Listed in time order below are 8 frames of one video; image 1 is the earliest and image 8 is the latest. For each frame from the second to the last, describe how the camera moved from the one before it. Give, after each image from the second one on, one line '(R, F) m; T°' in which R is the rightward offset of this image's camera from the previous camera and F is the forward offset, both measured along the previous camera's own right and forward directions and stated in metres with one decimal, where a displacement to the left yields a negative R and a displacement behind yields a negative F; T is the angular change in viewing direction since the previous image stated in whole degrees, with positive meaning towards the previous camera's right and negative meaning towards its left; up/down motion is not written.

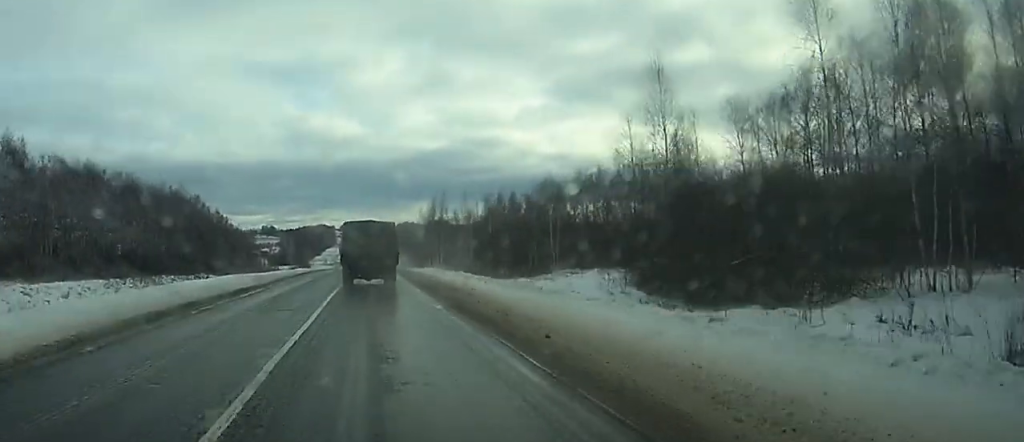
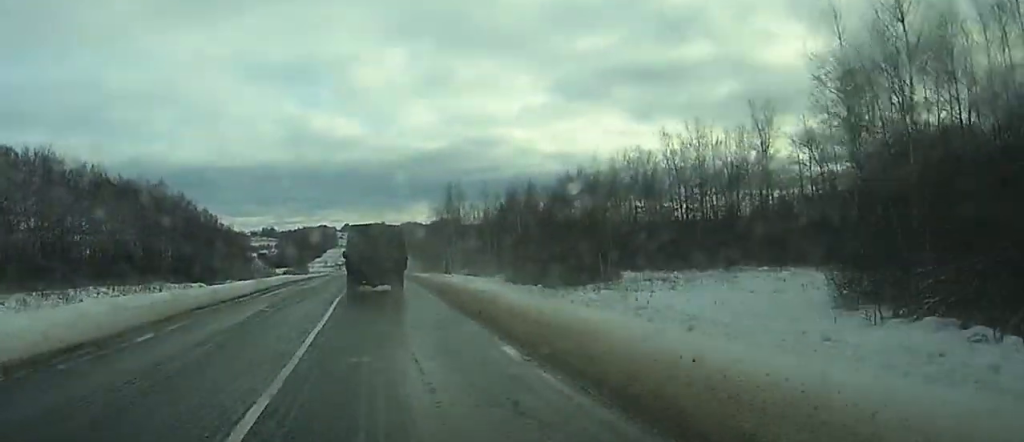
(-0.1, +24.8) m; 0°
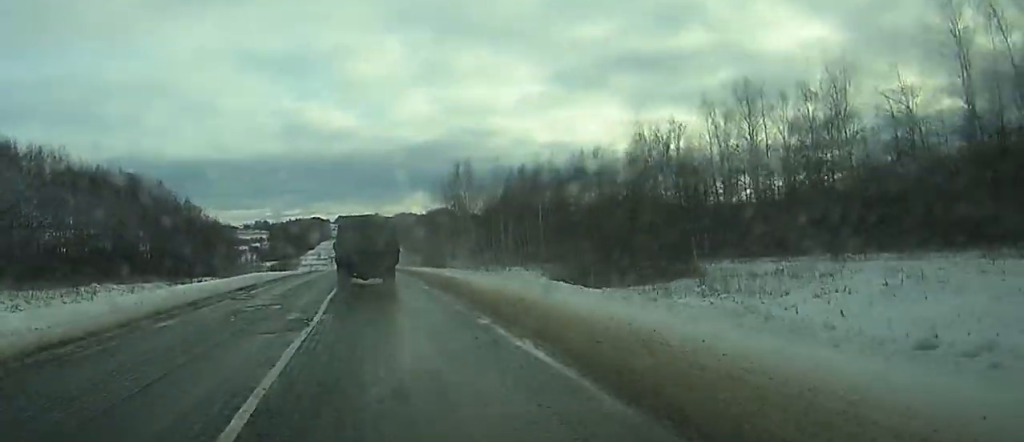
(-0.1, +18.6) m; 0°
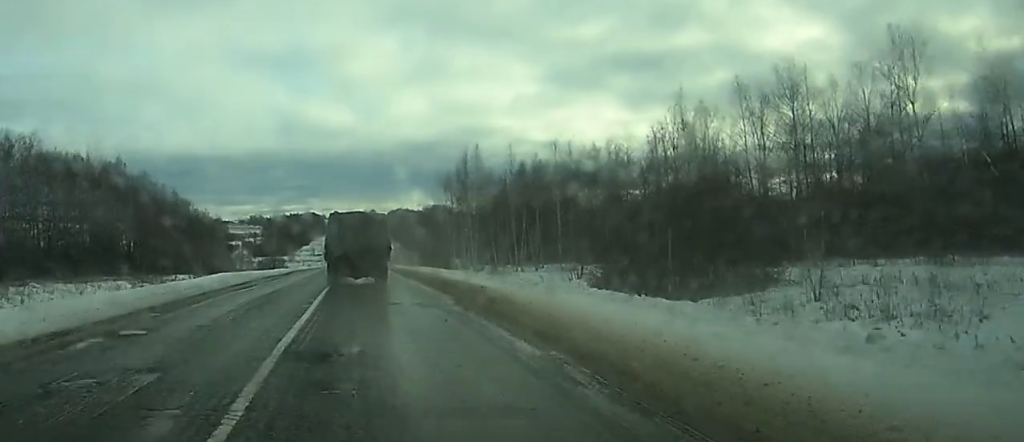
(+0.1, +11.7) m; 0°
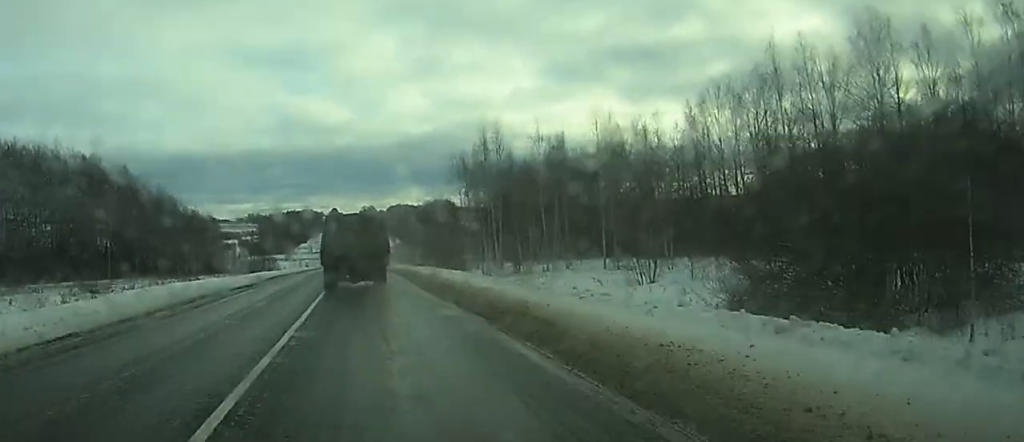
(0.0, +16.9) m; +1°
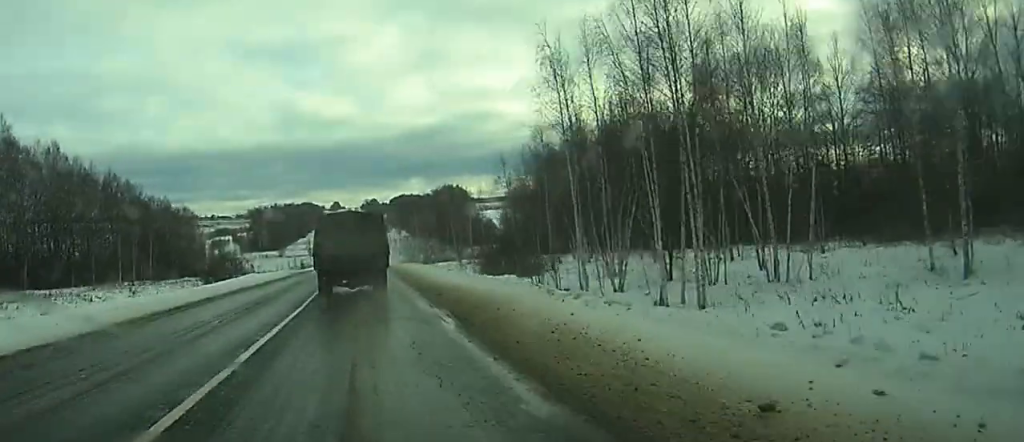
(+0.3, +46.5) m; -1°
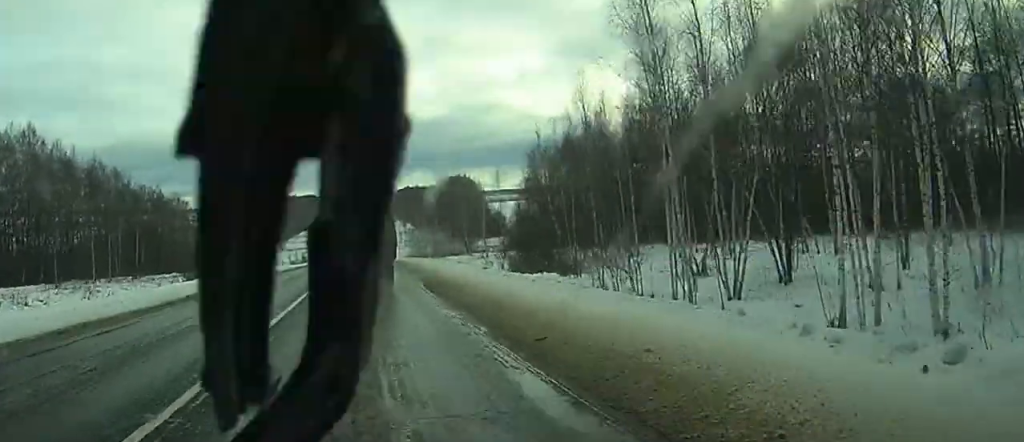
(-0.3, +13.7) m; -1°
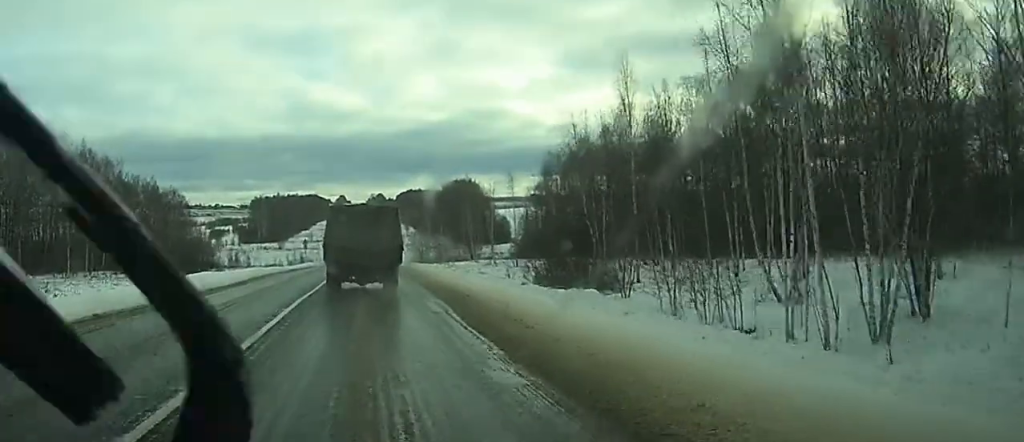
(+0.1, +9.3) m; 0°
